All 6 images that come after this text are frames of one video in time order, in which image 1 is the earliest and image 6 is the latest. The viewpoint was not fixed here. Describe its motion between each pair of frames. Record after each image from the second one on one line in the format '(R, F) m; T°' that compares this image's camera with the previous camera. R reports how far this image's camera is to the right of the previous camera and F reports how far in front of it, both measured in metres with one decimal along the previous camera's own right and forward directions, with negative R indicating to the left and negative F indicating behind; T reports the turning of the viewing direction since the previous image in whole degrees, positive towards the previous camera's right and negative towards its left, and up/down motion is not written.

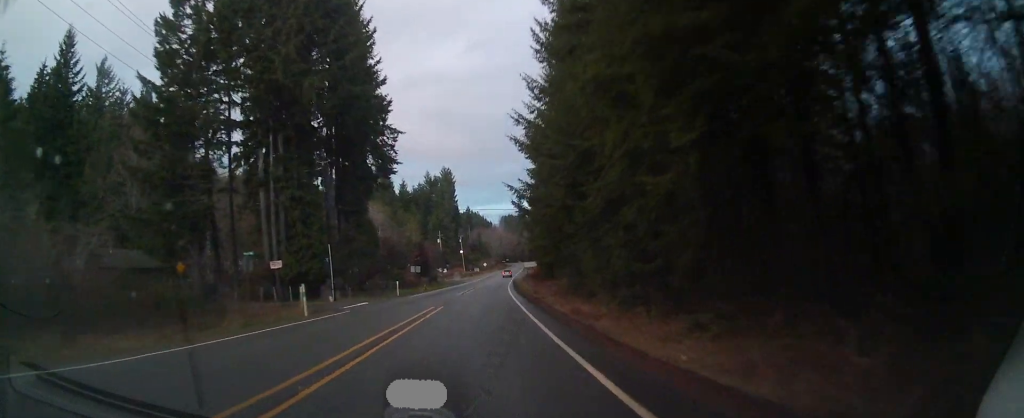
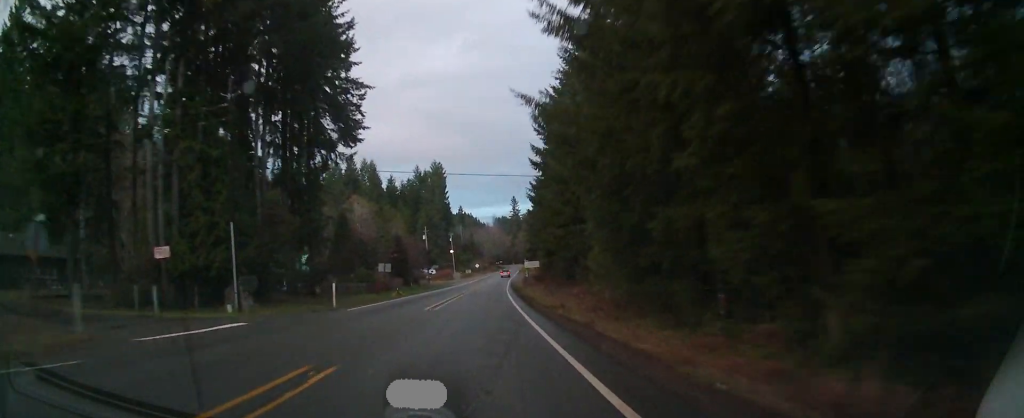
(0.0, +18.2) m; 0°
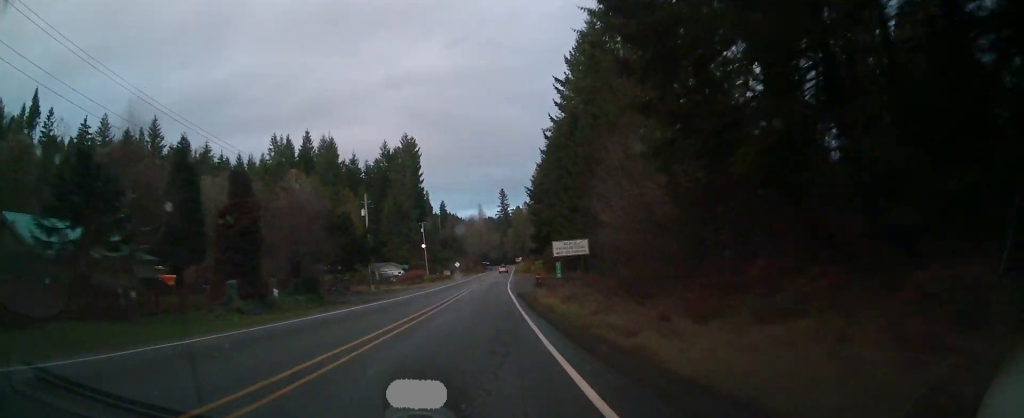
(+1.6, +51.4) m; +4°
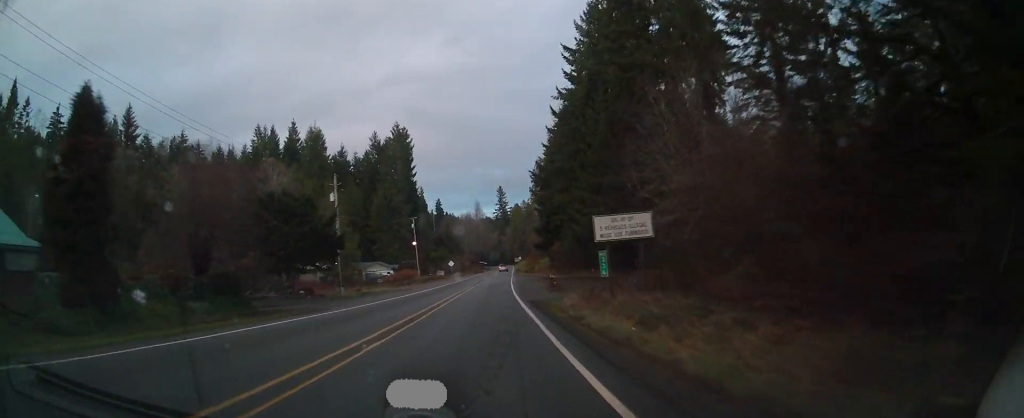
(0.0, +16.9) m; +1°
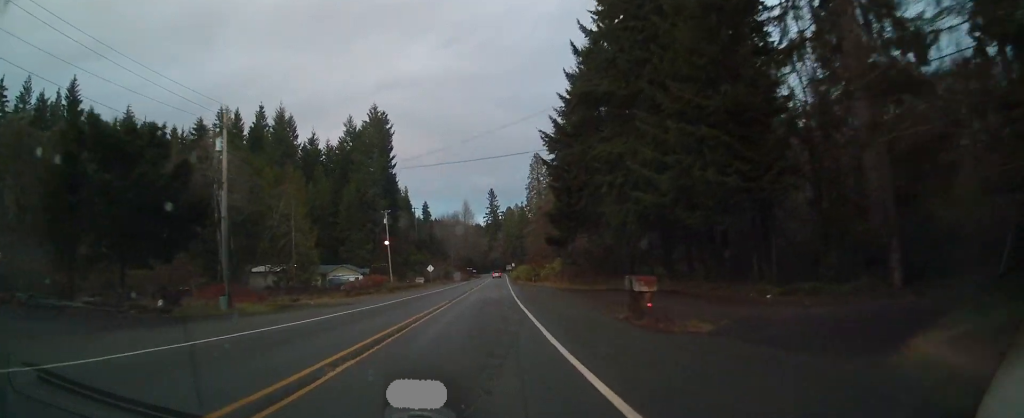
(+0.4, +29.4) m; +1°
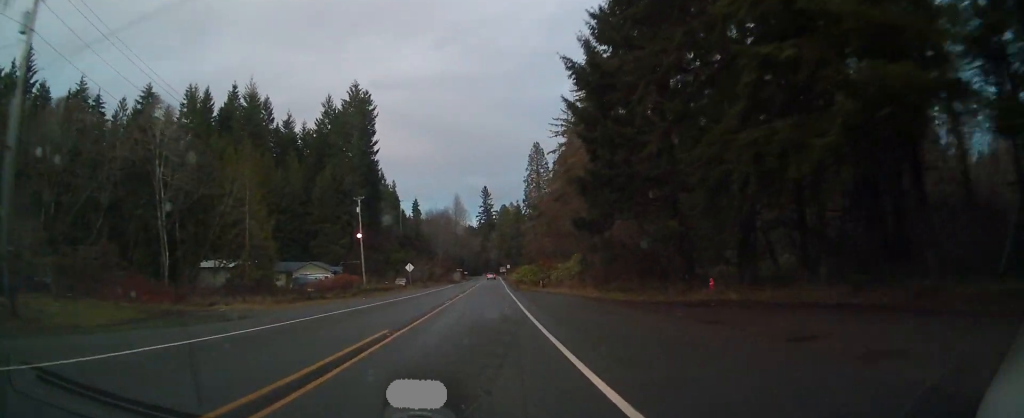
(-0.1, +21.0) m; 0°
